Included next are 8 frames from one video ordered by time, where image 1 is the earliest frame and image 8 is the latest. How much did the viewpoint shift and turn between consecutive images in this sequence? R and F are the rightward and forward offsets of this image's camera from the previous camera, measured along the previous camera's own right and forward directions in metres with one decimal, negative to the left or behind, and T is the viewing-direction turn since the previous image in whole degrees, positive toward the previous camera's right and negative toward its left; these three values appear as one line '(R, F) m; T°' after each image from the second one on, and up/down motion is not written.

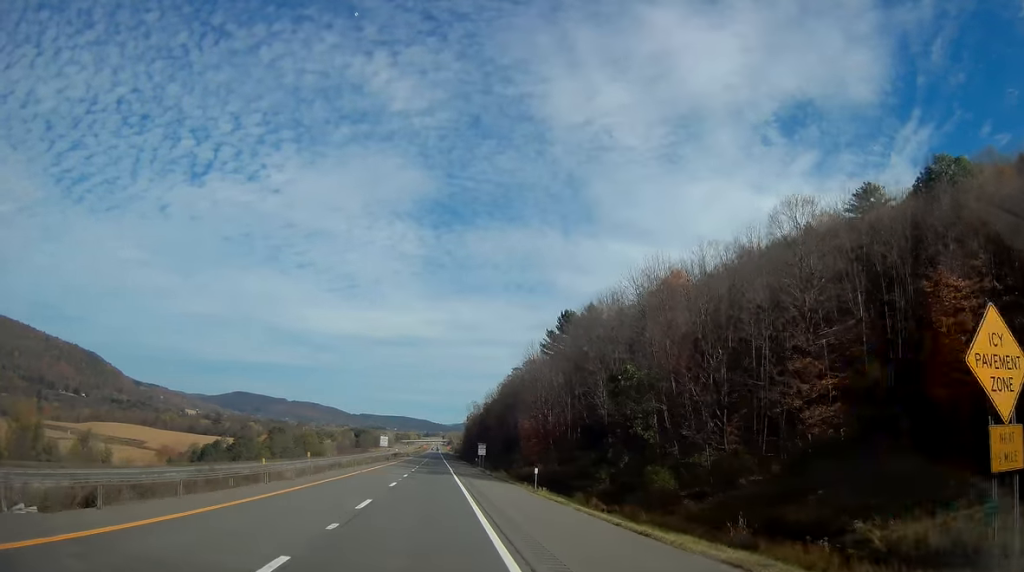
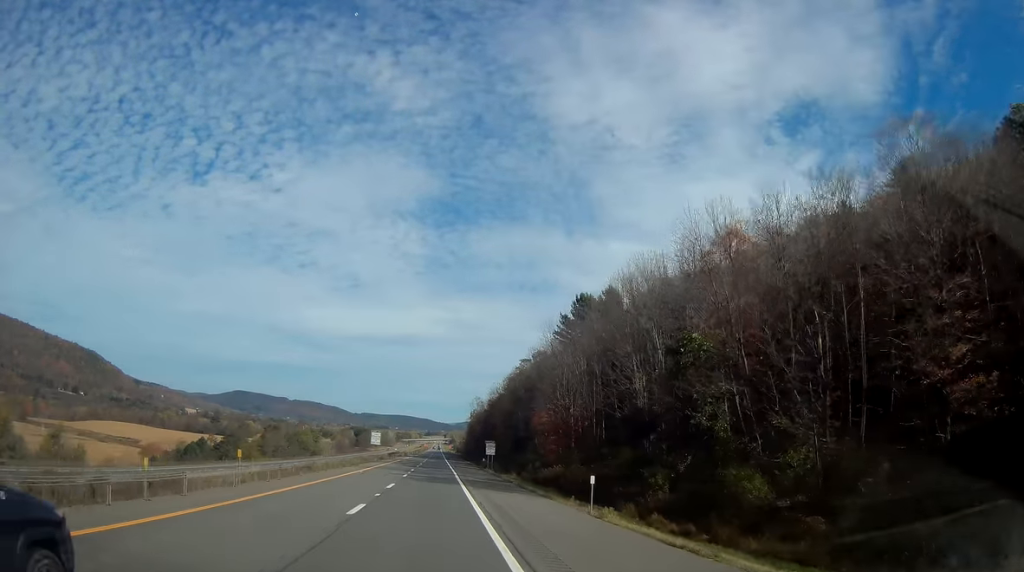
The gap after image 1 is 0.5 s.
(0.0, +14.3) m; 0°
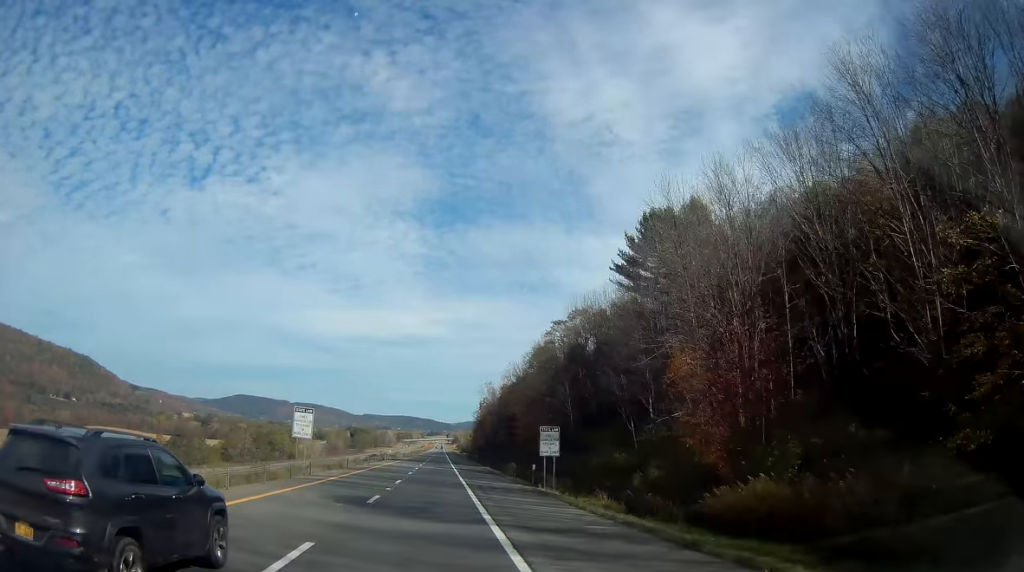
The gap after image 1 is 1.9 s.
(-0.1, +44.9) m; 0°
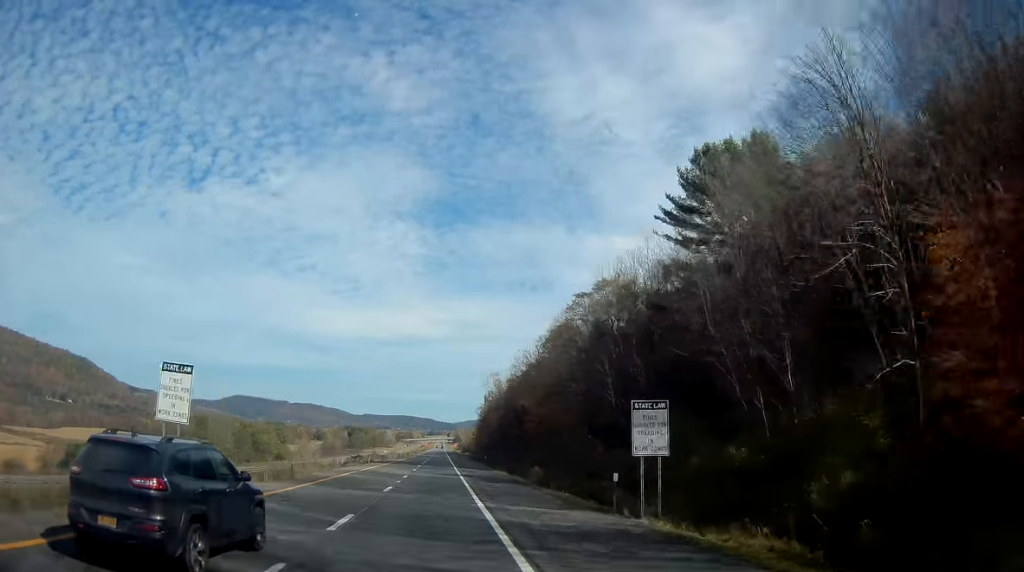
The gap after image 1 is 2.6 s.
(+0.3, +19.4) m; 0°
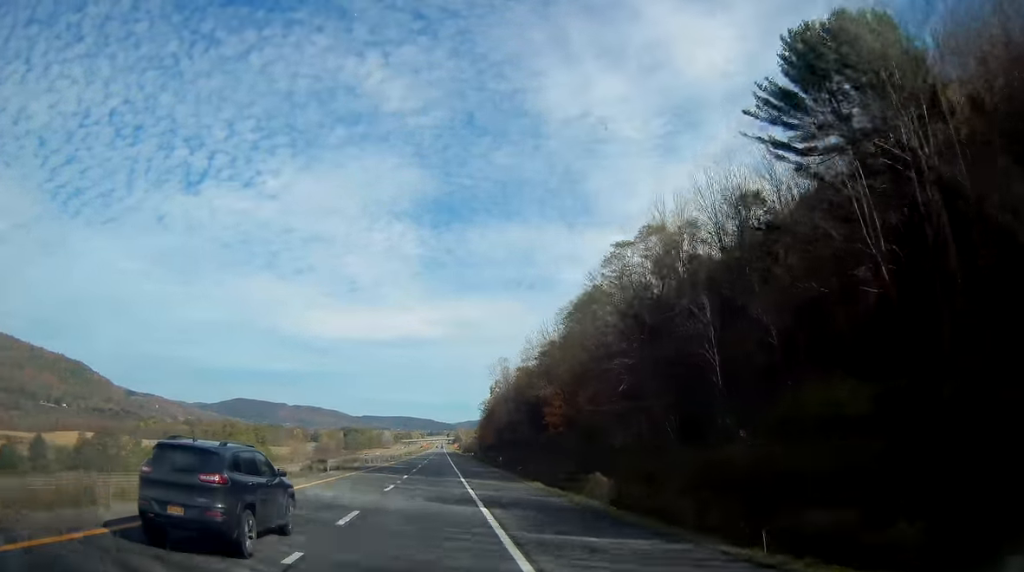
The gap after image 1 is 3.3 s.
(-0.1, +23.5) m; -1°
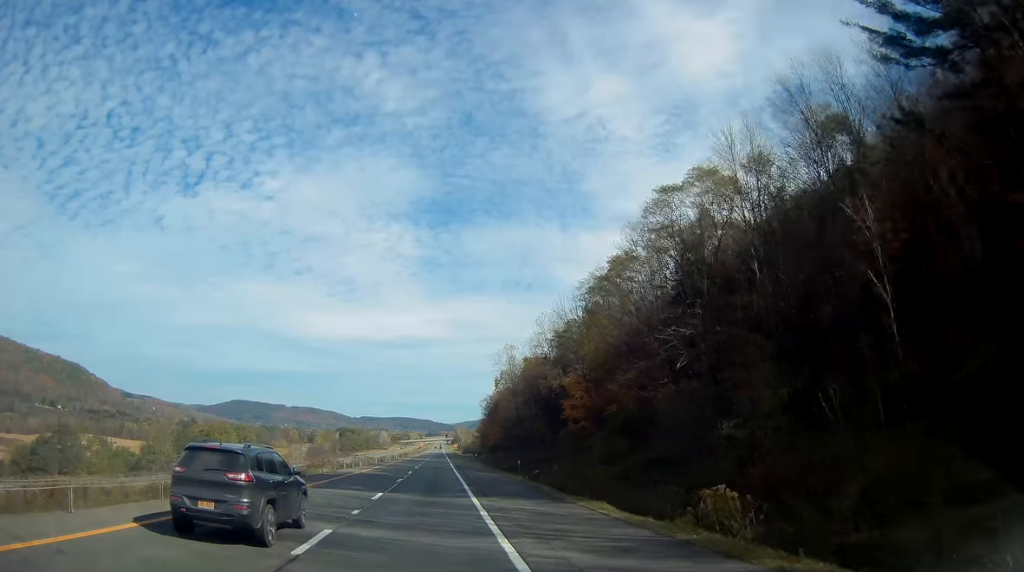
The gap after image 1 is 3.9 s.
(-0.1, +16.3) m; 0°
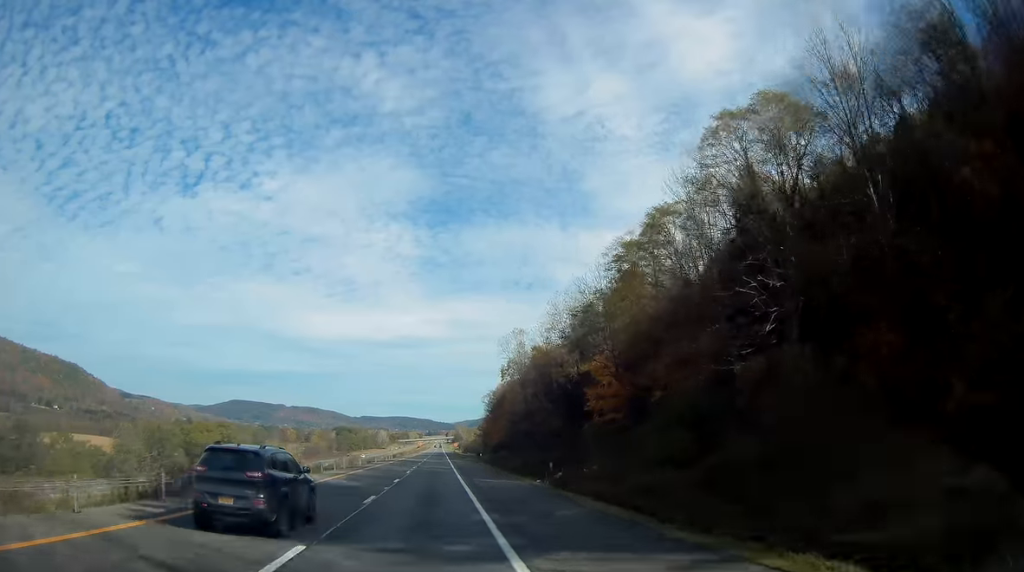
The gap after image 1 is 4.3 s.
(-0.1, +14.3) m; 0°
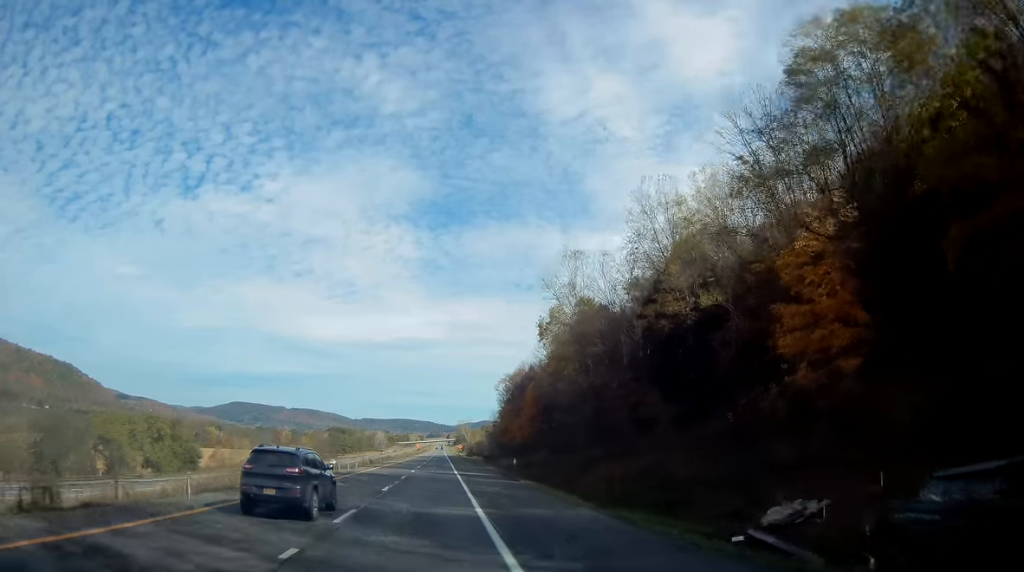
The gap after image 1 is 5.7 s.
(+0.2, +41.8) m; +1°
